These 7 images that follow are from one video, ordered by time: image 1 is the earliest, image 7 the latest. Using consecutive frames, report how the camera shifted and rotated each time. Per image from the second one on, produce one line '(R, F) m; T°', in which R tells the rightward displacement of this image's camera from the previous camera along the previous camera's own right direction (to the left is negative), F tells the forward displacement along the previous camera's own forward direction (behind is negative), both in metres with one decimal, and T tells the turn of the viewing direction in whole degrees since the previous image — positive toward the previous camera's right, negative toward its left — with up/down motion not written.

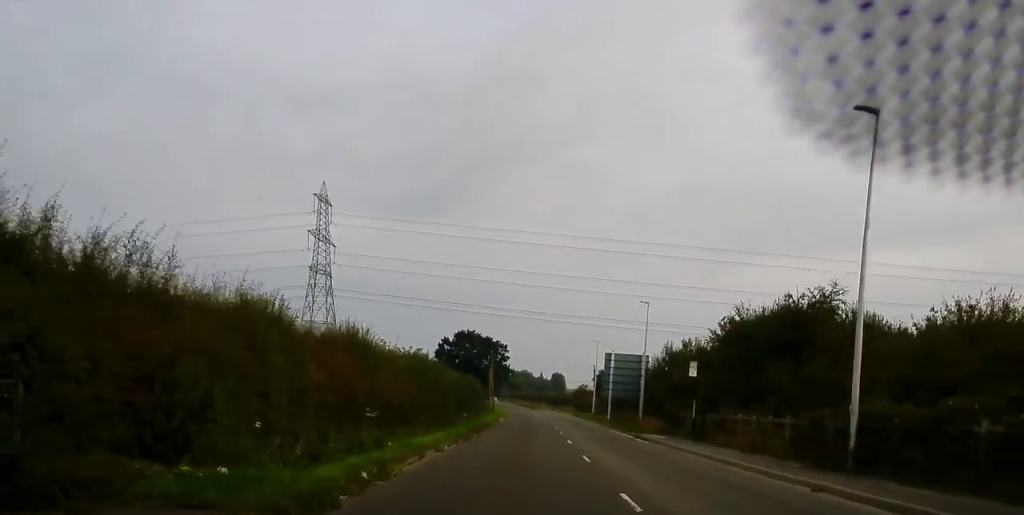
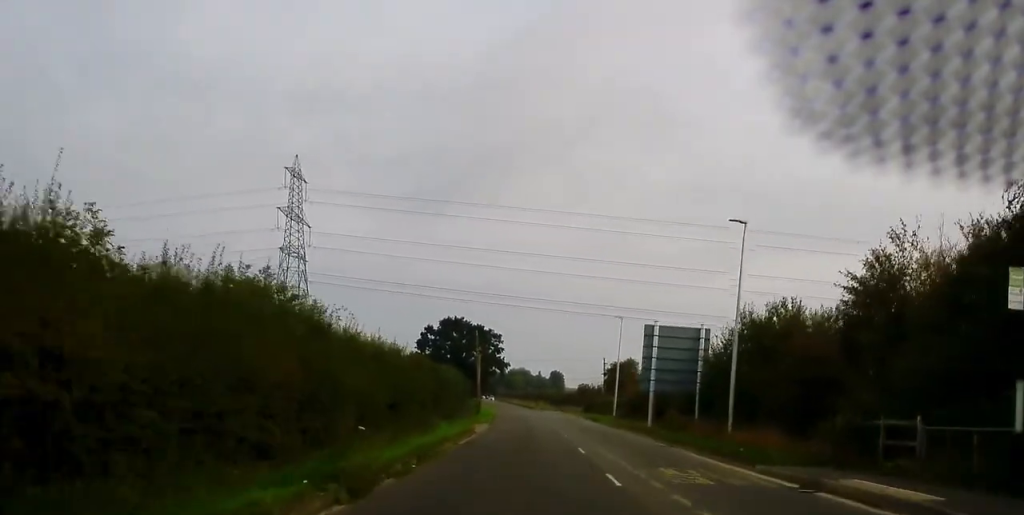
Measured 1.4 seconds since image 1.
(+0.3, +23.1) m; +1°
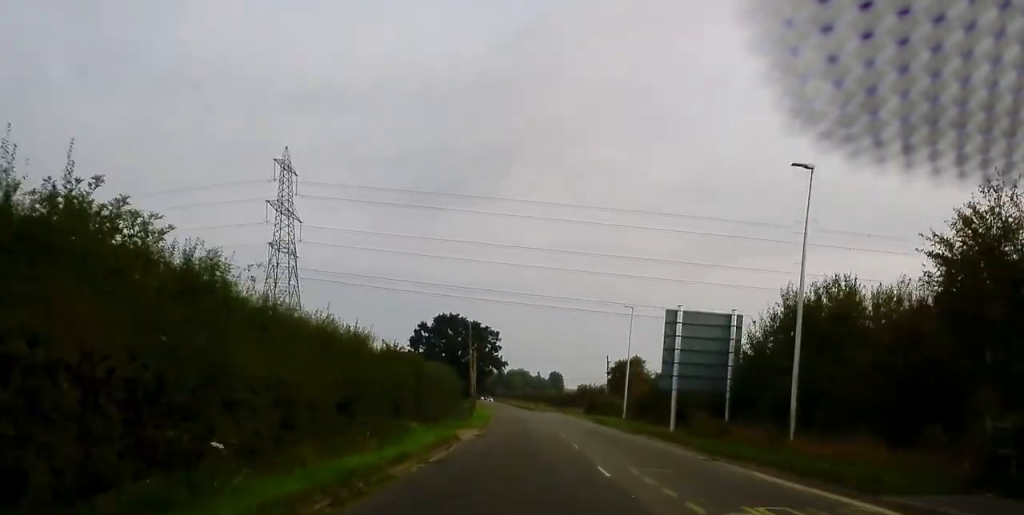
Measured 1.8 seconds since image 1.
(+0.1, +6.8) m; 0°
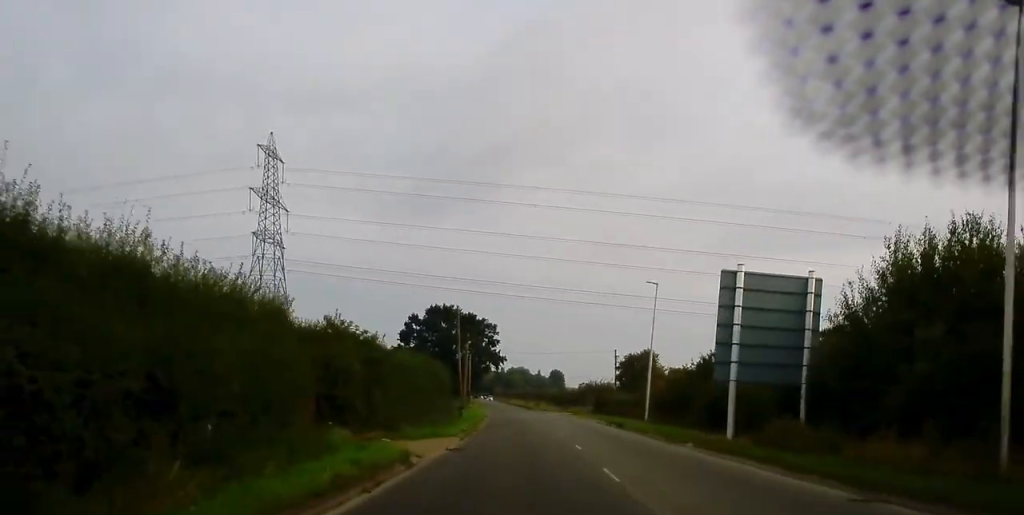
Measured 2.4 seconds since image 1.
(-0.1, +10.1) m; 0°
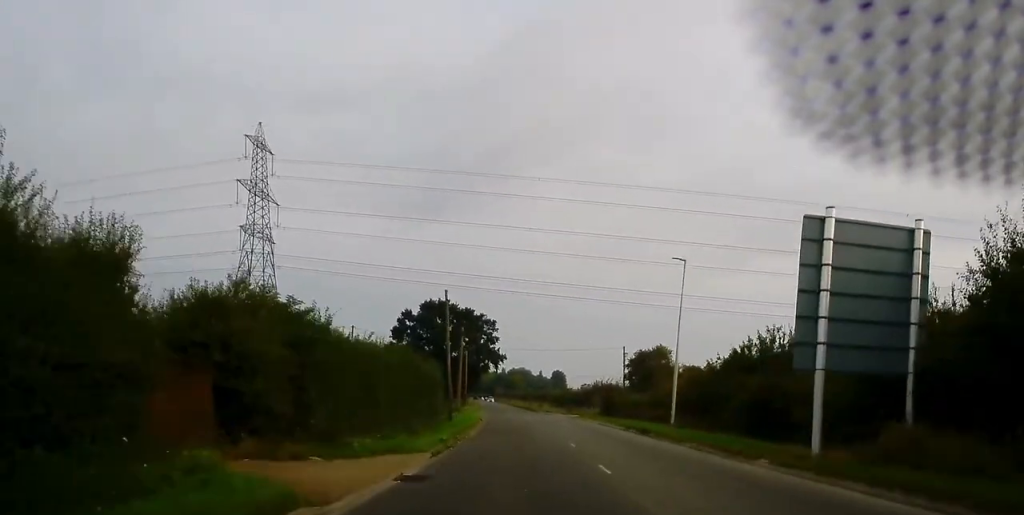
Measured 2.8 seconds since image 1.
(-0.1, +7.6) m; 0°
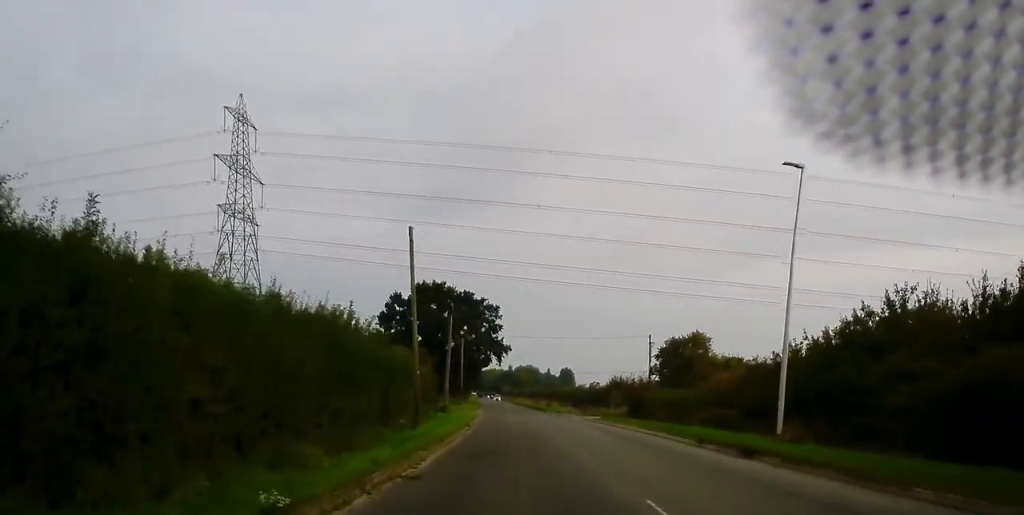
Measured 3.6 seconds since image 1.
(0.0, +15.2) m; 0°
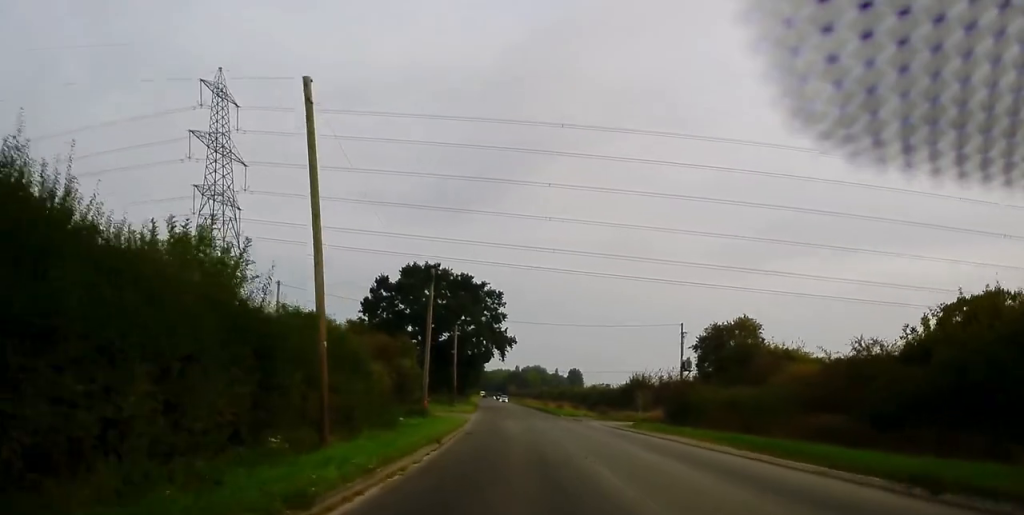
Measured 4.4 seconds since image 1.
(0.0, +13.7) m; 0°
